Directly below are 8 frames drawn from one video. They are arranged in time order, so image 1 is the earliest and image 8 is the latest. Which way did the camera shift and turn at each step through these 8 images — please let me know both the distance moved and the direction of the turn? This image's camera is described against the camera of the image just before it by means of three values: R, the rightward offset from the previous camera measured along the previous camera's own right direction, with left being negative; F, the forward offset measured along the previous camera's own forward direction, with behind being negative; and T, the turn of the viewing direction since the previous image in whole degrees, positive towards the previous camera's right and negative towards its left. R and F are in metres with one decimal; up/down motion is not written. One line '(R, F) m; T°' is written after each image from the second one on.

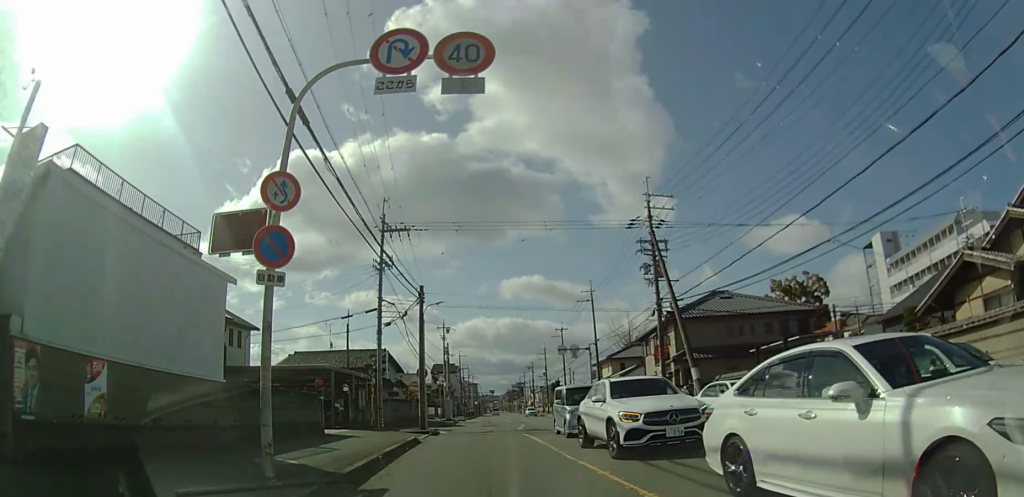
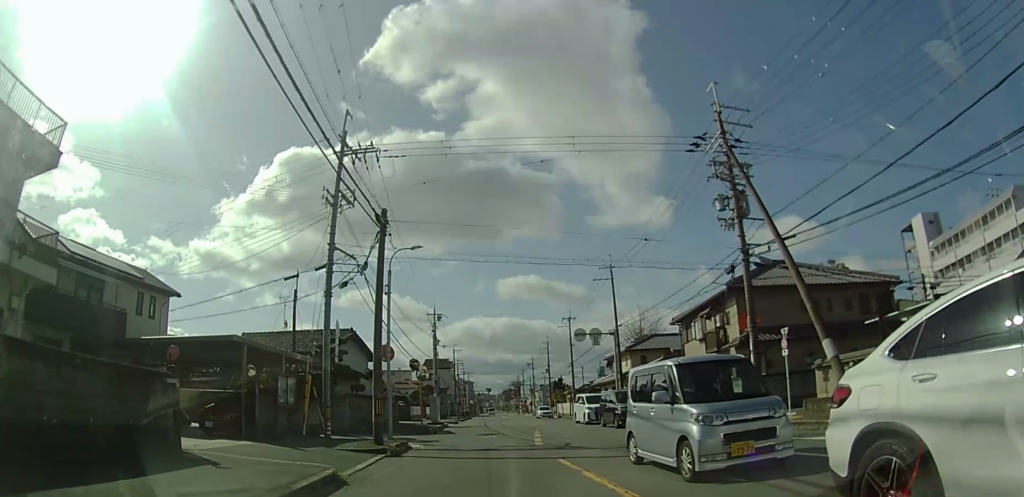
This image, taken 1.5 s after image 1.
(-0.6, +10.1) m; -1°
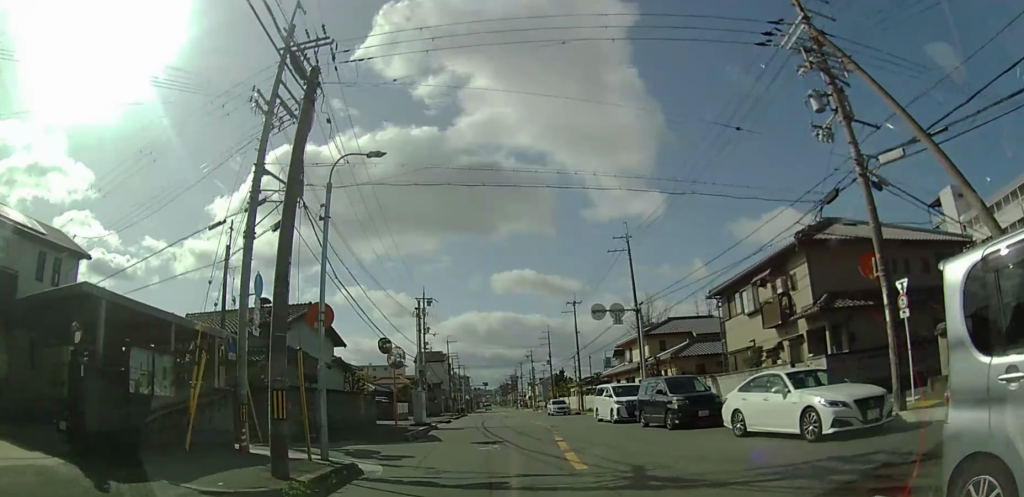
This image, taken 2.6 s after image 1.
(+0.2, +7.5) m; +2°
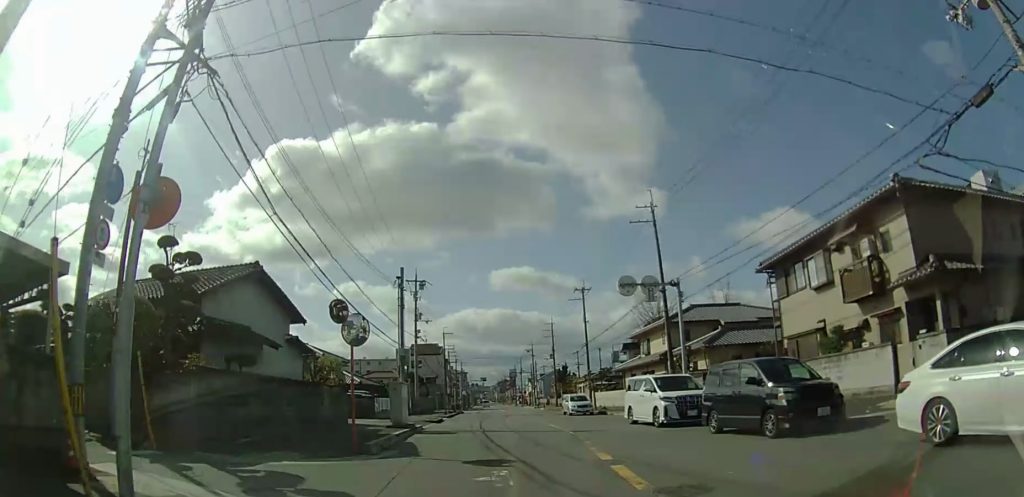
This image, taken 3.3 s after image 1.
(0.0, +6.0) m; +1°
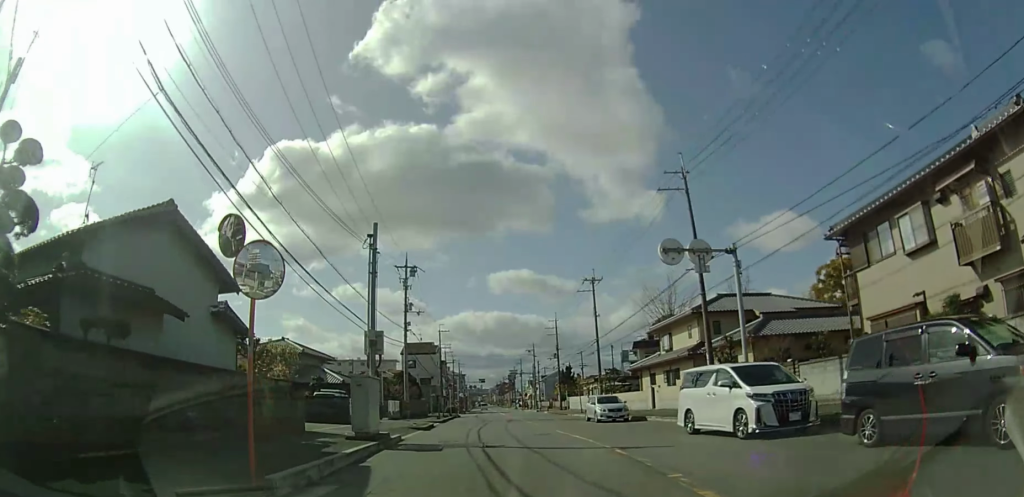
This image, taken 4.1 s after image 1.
(+0.1, +6.1) m; +1°
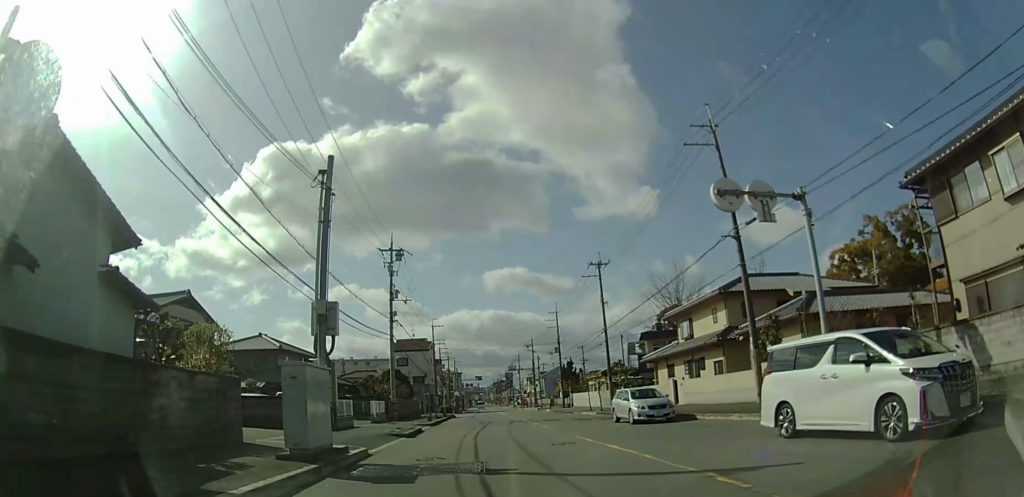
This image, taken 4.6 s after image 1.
(0.0, +4.9) m; 0°
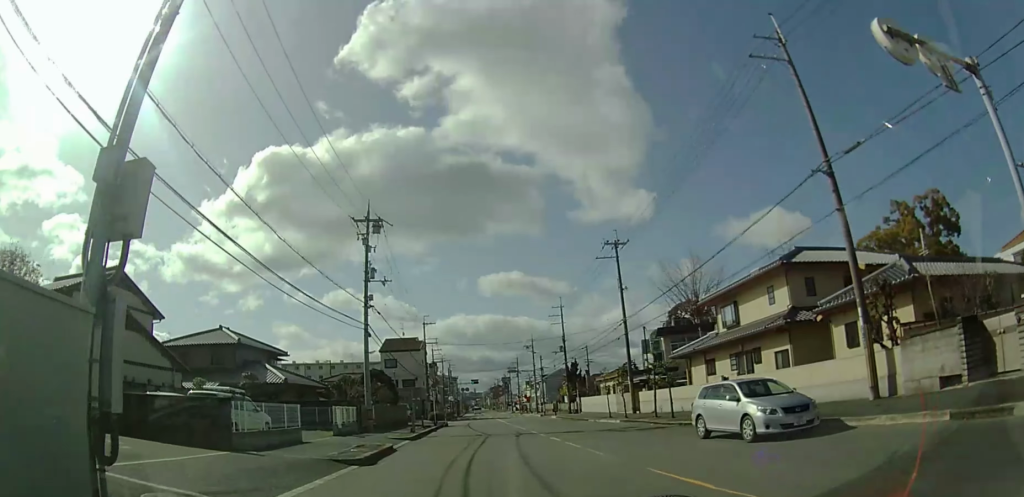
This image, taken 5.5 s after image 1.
(0.0, +7.8) m; 0°
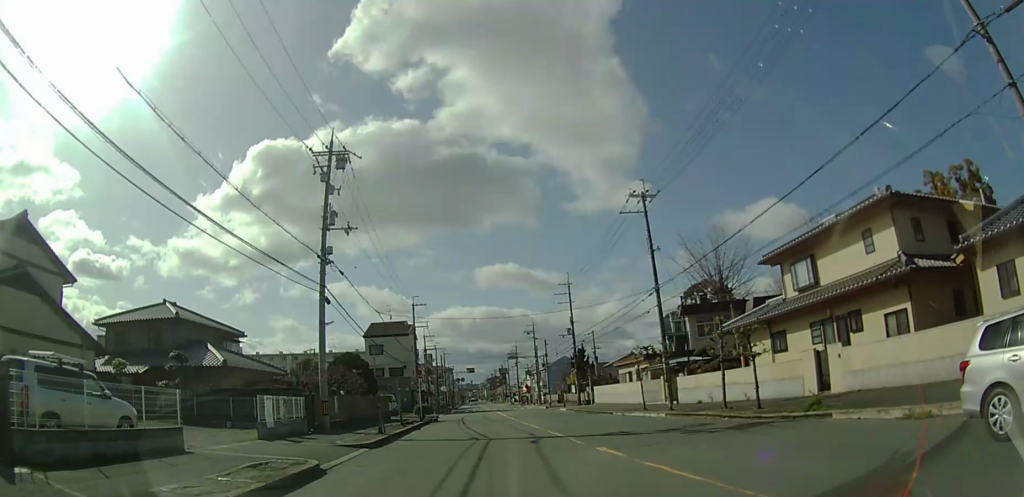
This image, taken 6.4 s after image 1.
(0.0, +8.1) m; +1°
